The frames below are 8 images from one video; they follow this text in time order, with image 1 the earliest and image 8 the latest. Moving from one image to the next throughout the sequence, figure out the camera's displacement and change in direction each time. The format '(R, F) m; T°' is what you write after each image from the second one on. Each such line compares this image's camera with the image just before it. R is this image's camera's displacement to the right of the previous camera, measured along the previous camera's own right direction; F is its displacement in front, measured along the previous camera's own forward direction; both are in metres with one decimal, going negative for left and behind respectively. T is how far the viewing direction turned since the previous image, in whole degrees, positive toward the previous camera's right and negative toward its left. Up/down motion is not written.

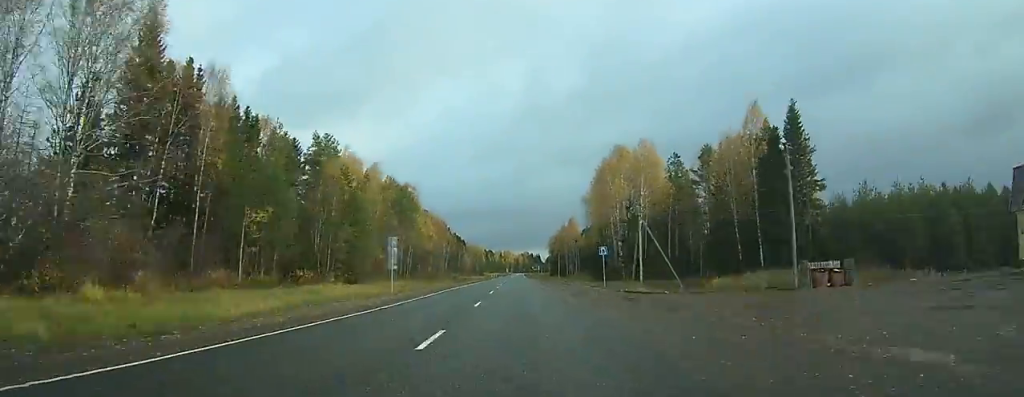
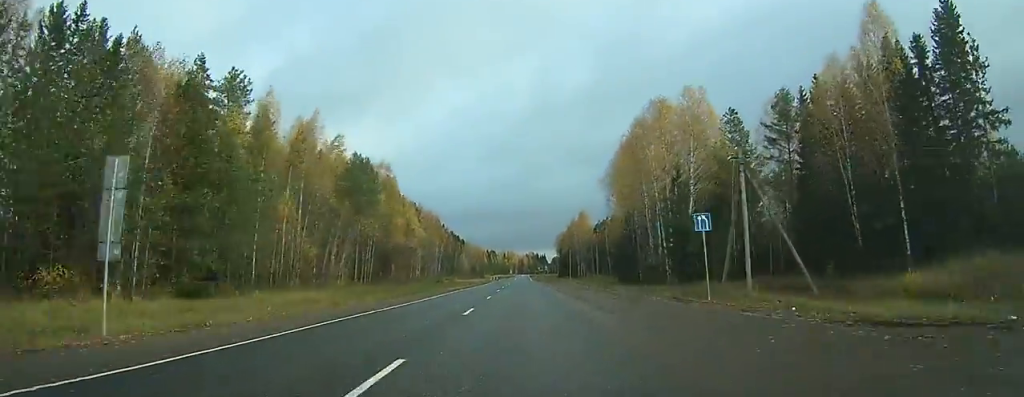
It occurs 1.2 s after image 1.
(-0.1, +29.1) m; 0°
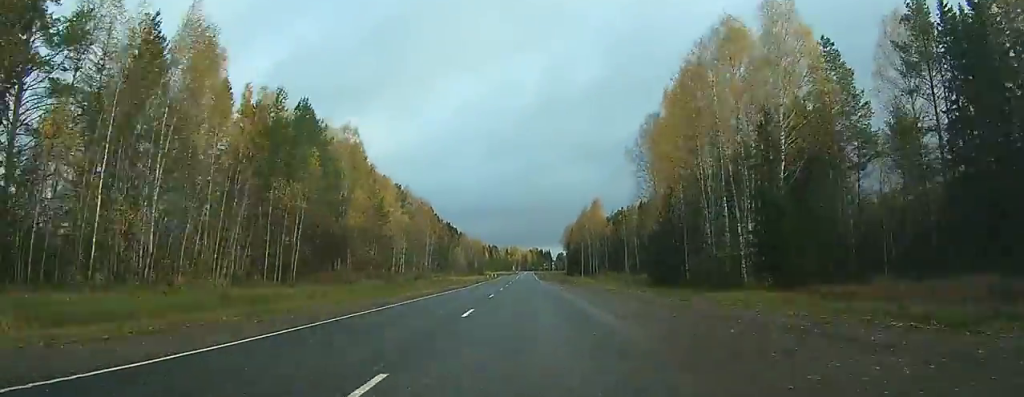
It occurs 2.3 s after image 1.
(-0.1, +25.8) m; 0°
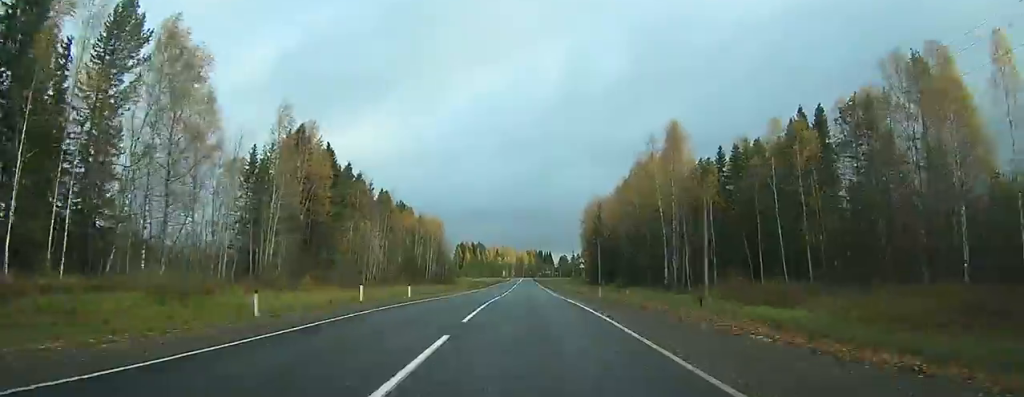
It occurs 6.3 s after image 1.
(-0.6, +99.8) m; 0°
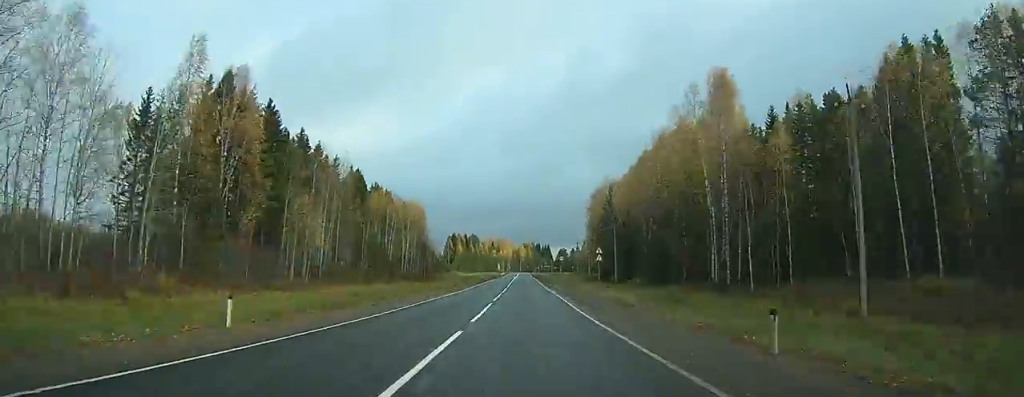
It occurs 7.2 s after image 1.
(+0.3, +21.8) m; 0°
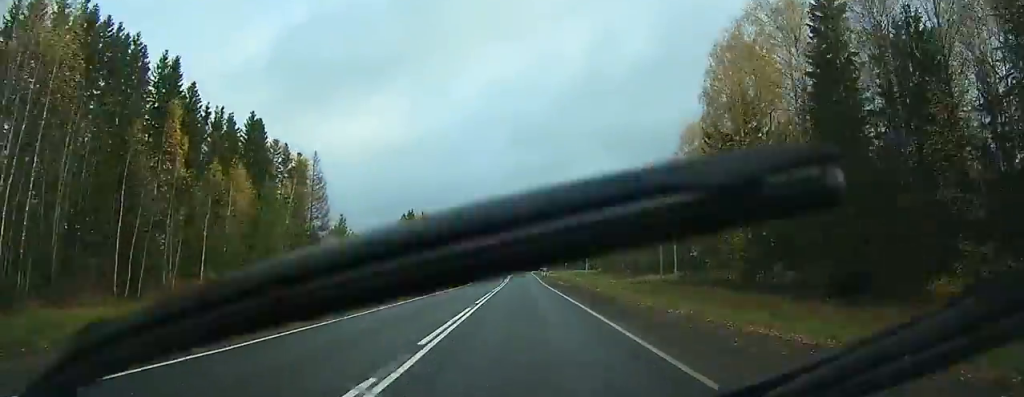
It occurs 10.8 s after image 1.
(+0.4, +91.1) m; 0°
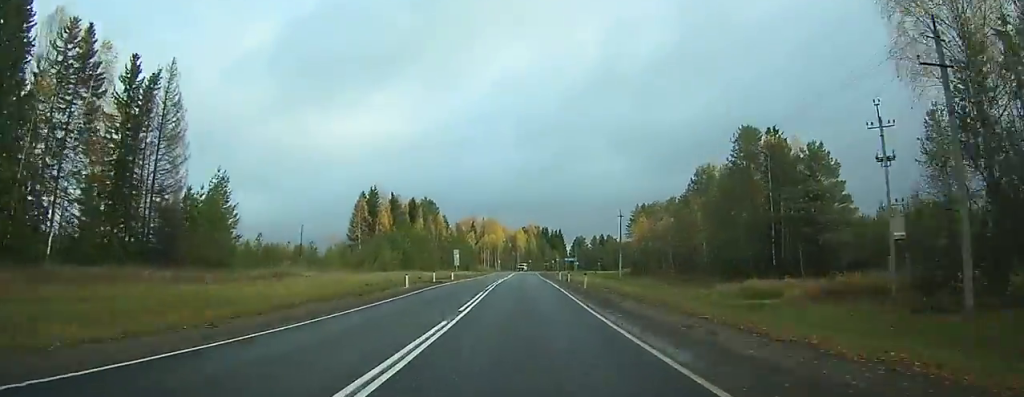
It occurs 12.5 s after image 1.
(0.0, +41.9) m; +1°
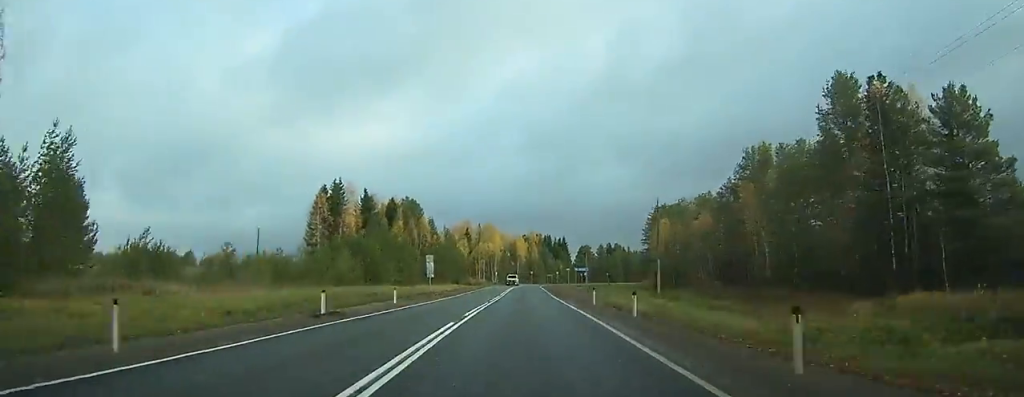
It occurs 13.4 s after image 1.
(+0.3, +22.8) m; 0°
